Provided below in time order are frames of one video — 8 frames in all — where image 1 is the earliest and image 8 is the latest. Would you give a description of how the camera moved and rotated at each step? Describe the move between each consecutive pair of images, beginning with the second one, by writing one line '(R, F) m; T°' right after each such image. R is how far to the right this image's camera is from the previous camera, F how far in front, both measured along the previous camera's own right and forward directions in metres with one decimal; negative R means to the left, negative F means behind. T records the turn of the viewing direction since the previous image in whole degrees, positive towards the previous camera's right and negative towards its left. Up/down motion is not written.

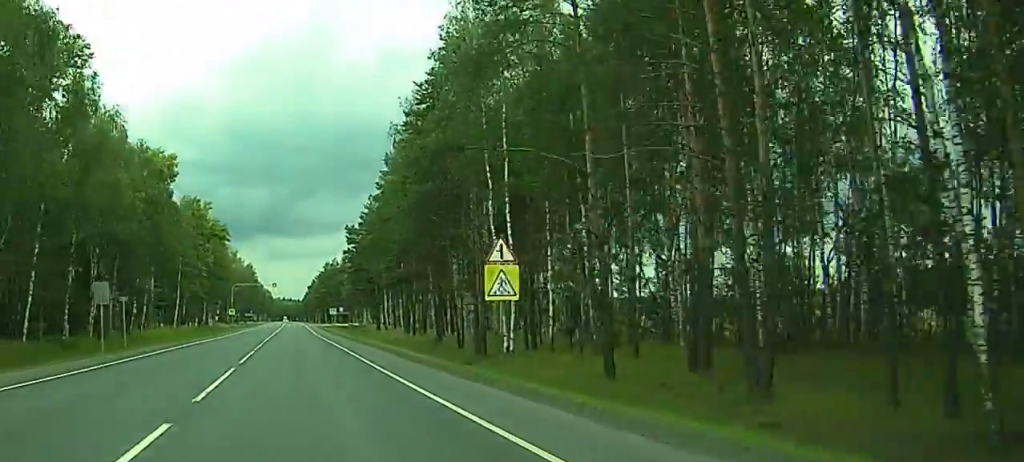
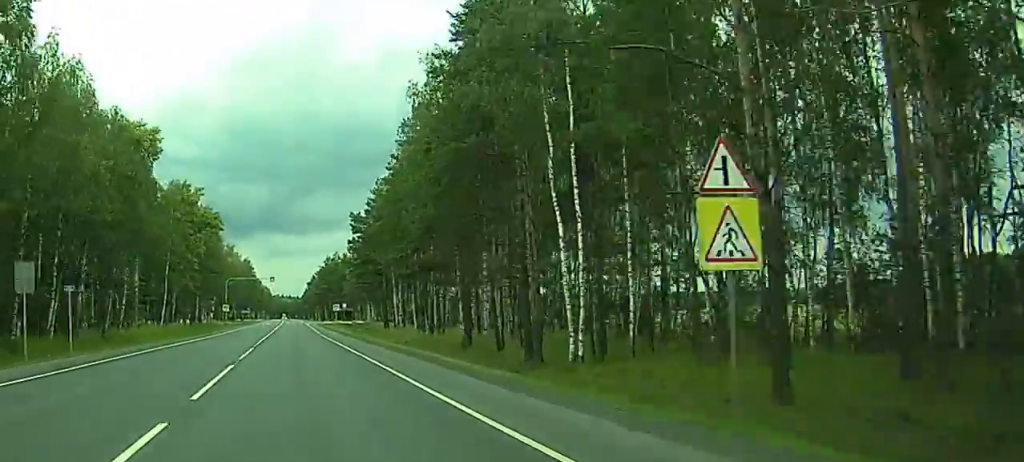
(+0.1, +12.5) m; +1°
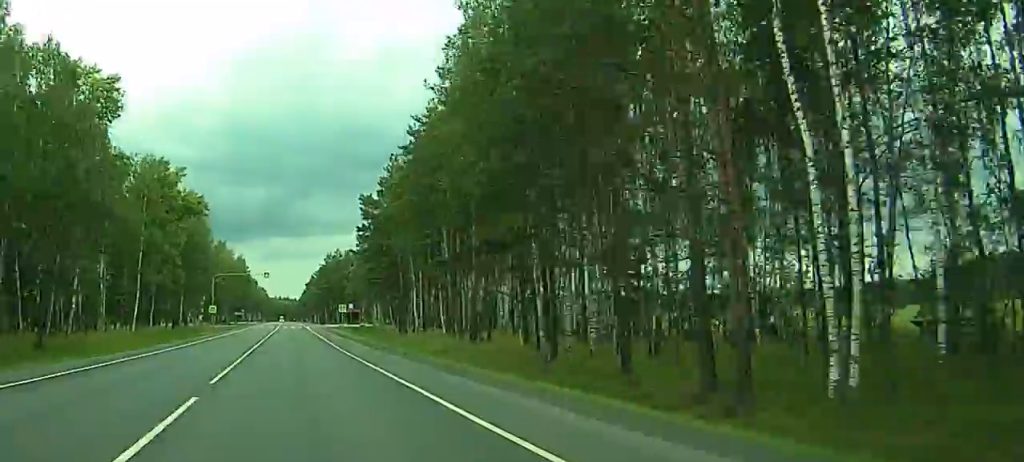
(-0.3, +20.0) m; +2°
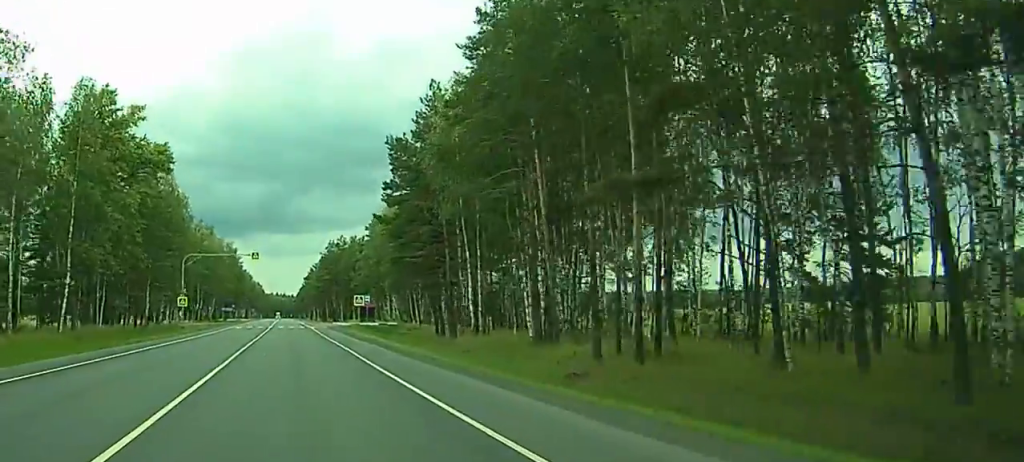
(+1.4, +30.3) m; 0°
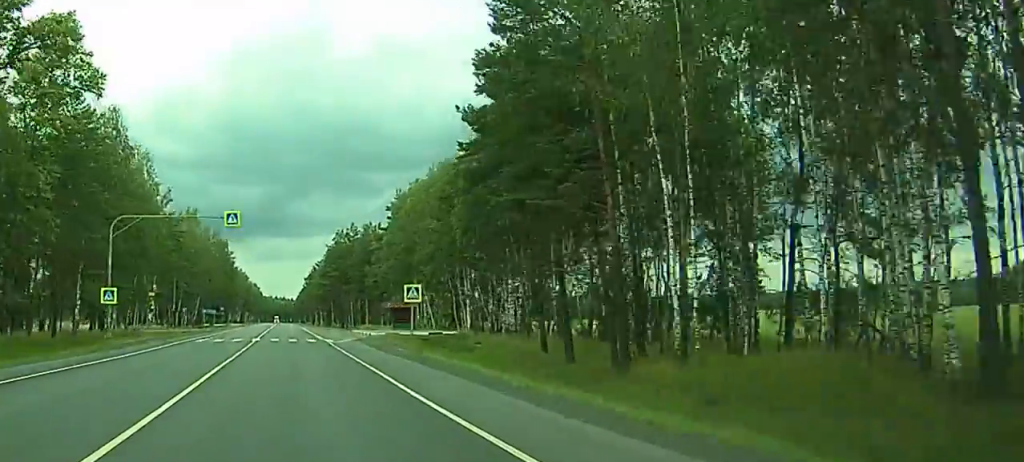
(-2.2, +35.6) m; -4°
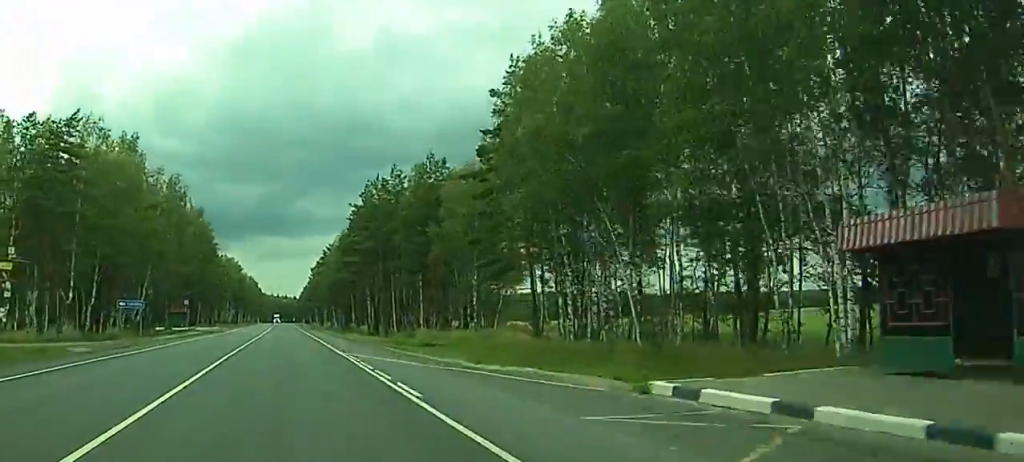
(0.0, +67.1) m; 0°
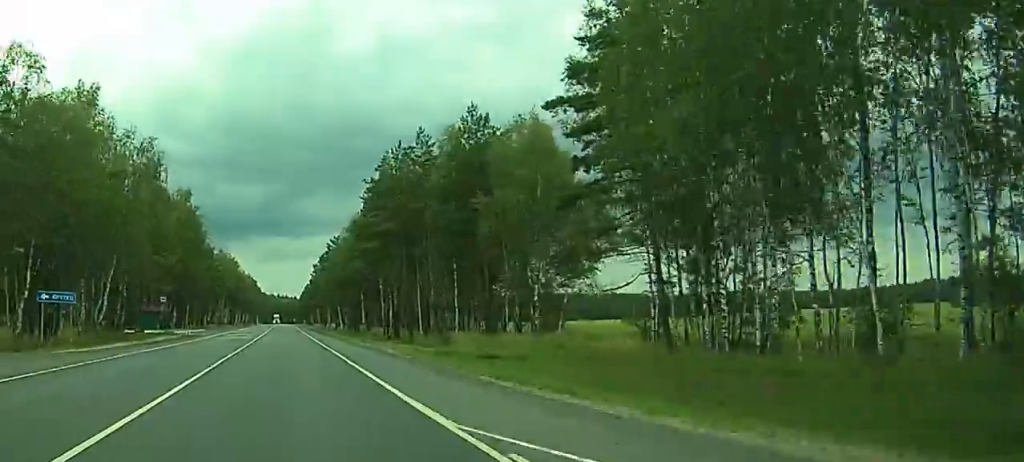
(0.0, +21.3) m; 0°
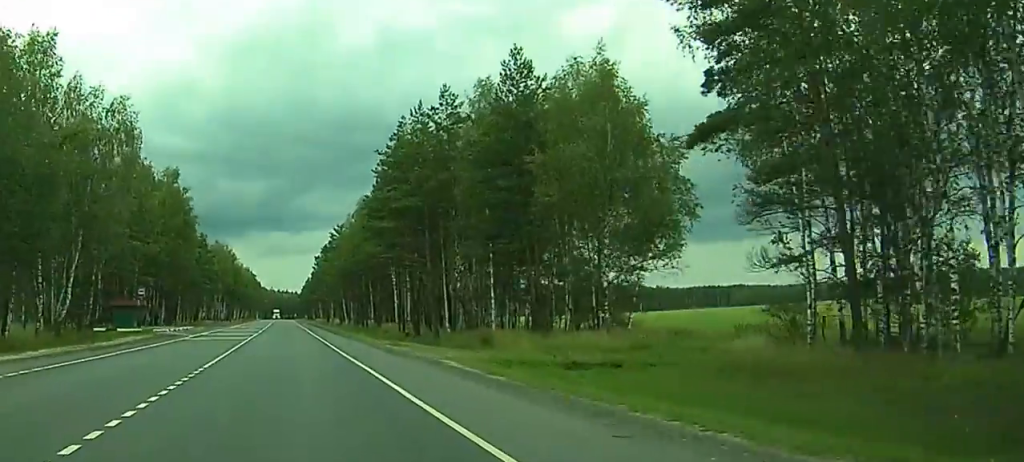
(0.0, +14.5) m; 0°
